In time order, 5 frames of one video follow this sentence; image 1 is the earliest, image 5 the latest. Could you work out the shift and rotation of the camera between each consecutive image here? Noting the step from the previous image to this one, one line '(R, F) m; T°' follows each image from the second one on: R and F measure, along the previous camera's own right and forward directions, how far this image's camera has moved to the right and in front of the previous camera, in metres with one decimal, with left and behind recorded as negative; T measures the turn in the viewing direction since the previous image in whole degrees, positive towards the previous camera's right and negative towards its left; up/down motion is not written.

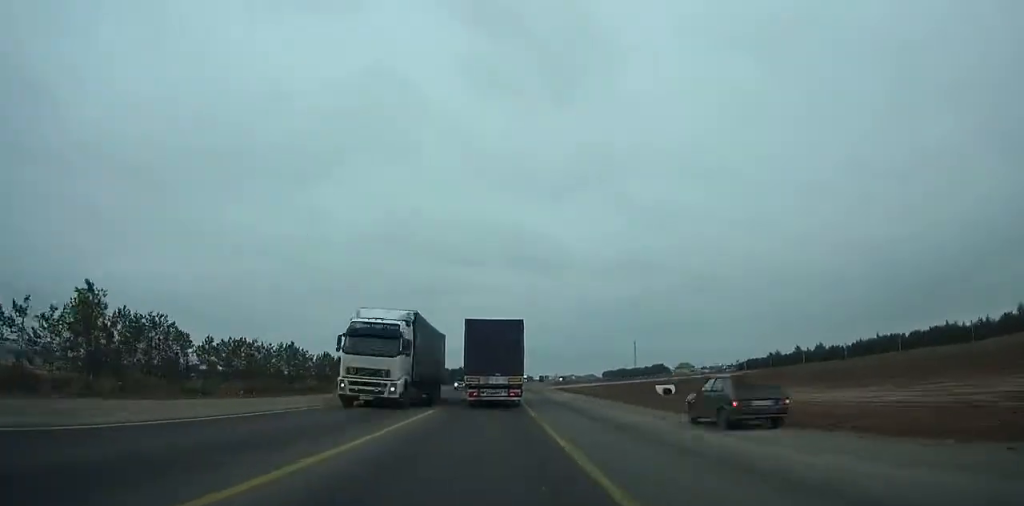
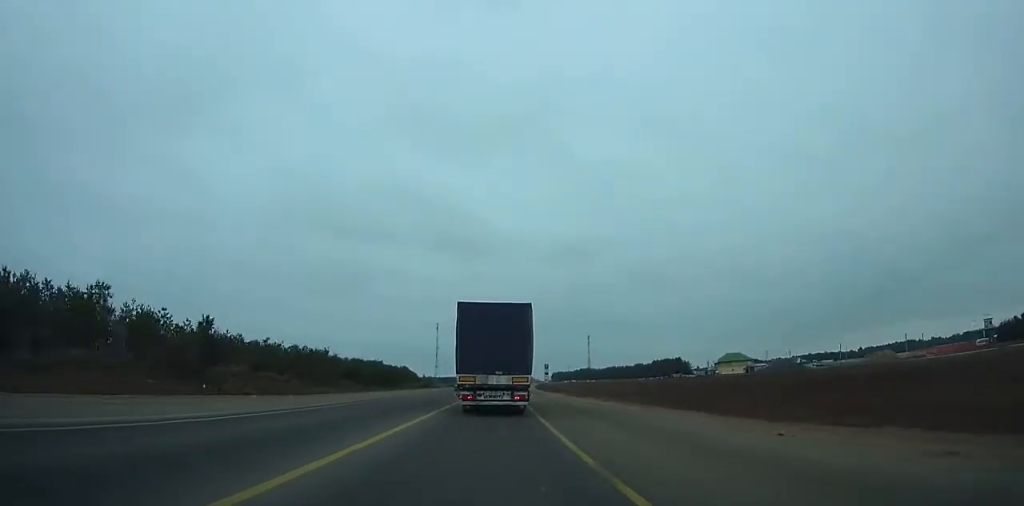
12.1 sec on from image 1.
(+15.1, +237.3) m; +7°
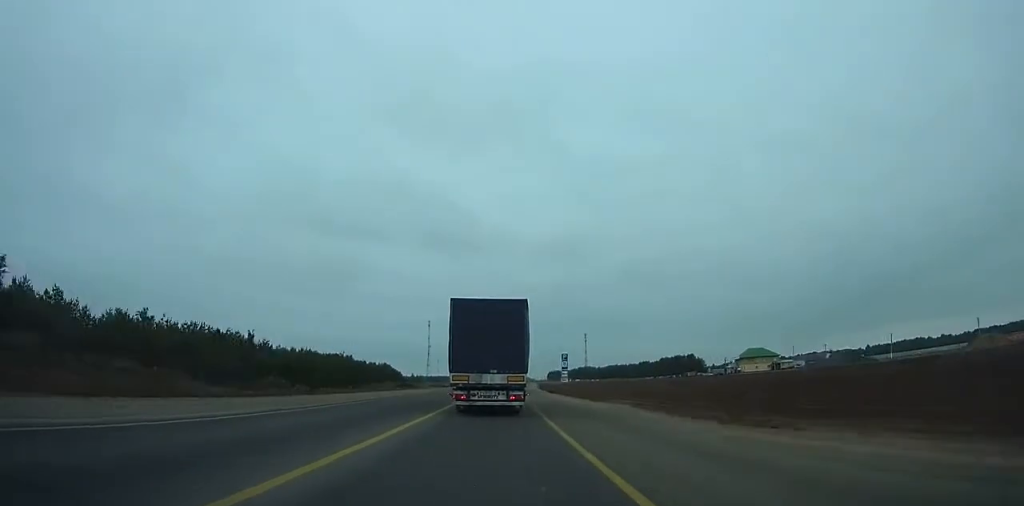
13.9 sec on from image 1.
(+0.2, +34.6) m; +1°
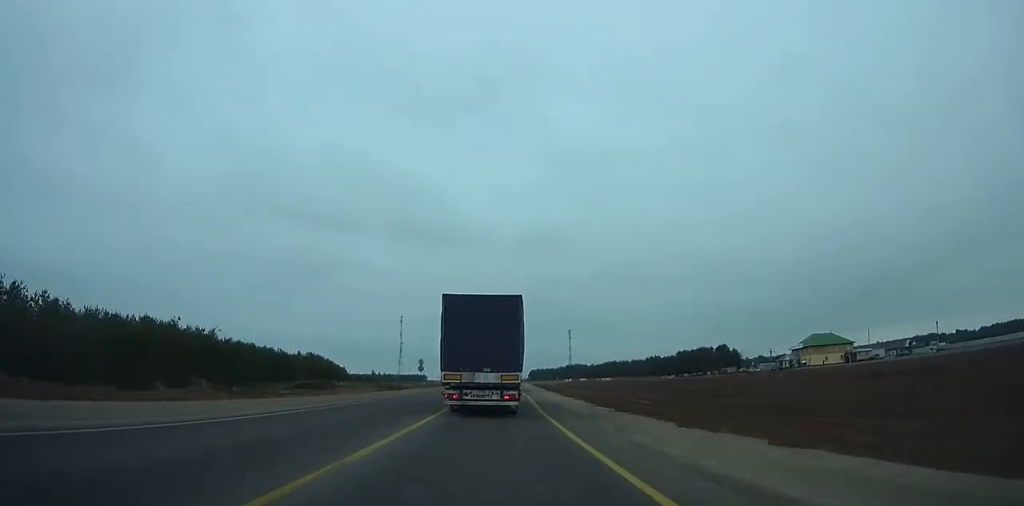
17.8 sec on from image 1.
(+1.2, +73.9) m; +2°
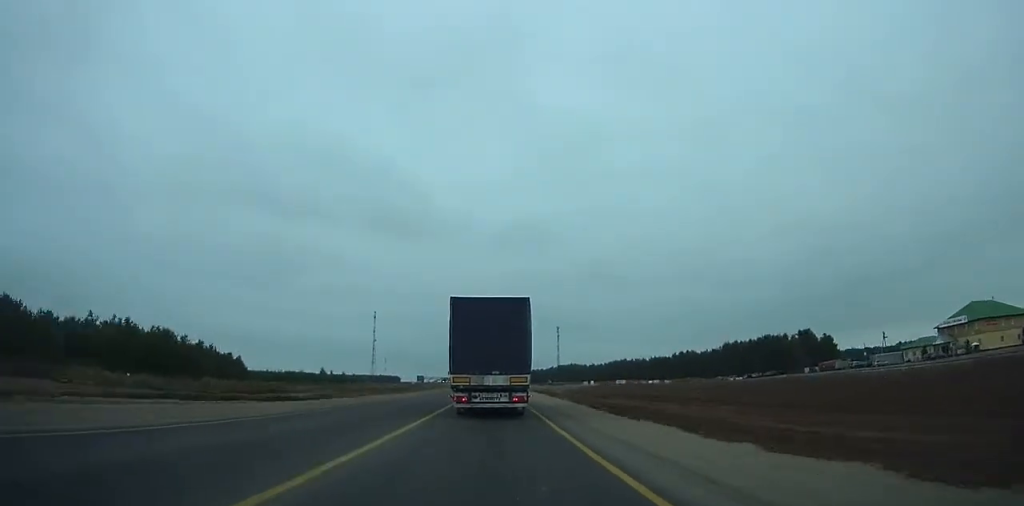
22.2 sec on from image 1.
(+1.8, +82.2) m; +2°
